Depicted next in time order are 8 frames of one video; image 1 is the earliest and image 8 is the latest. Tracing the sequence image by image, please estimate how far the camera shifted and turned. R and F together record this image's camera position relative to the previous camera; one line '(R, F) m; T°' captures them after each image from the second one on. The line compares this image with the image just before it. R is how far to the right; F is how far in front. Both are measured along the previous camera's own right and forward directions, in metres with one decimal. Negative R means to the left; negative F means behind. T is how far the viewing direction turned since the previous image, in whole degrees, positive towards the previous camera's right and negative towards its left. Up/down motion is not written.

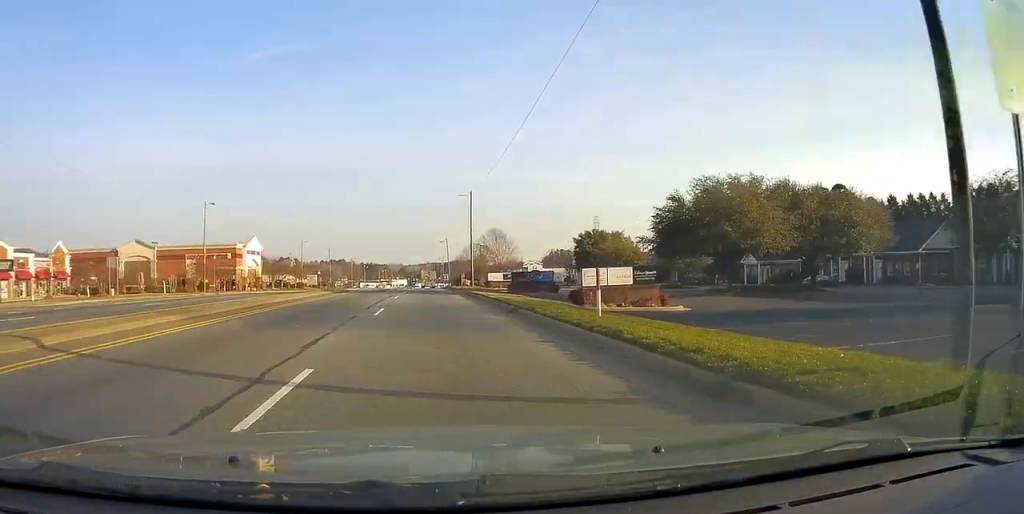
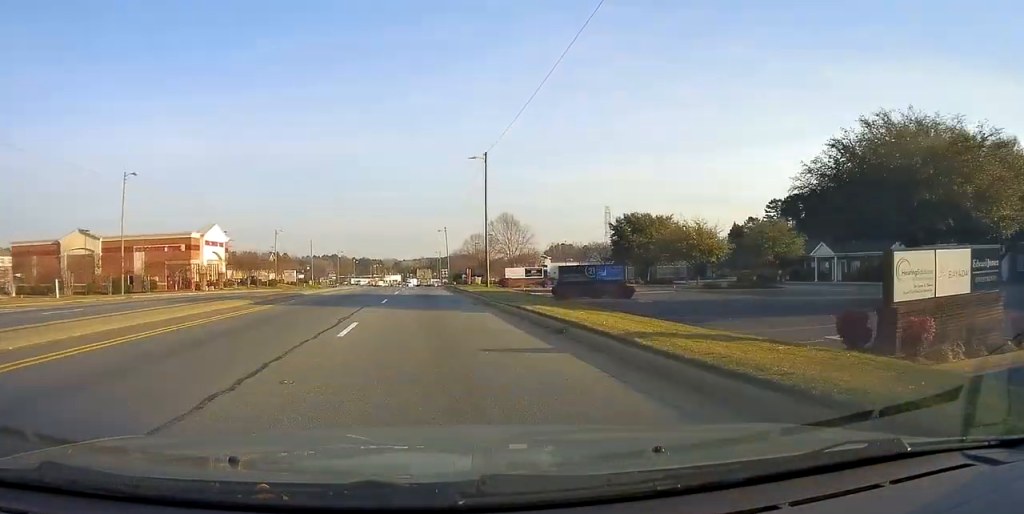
(0.0, +19.9) m; 0°
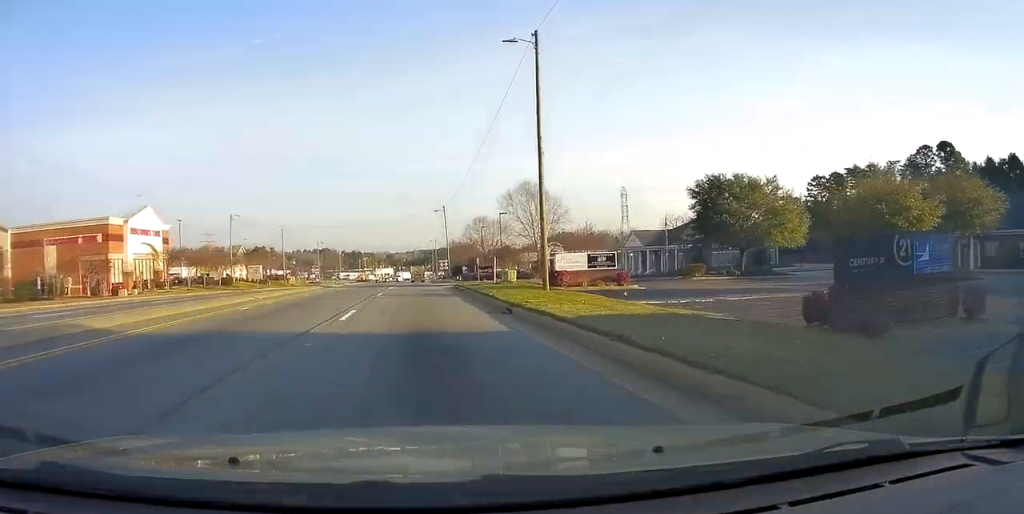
(0.0, +23.3) m; 0°
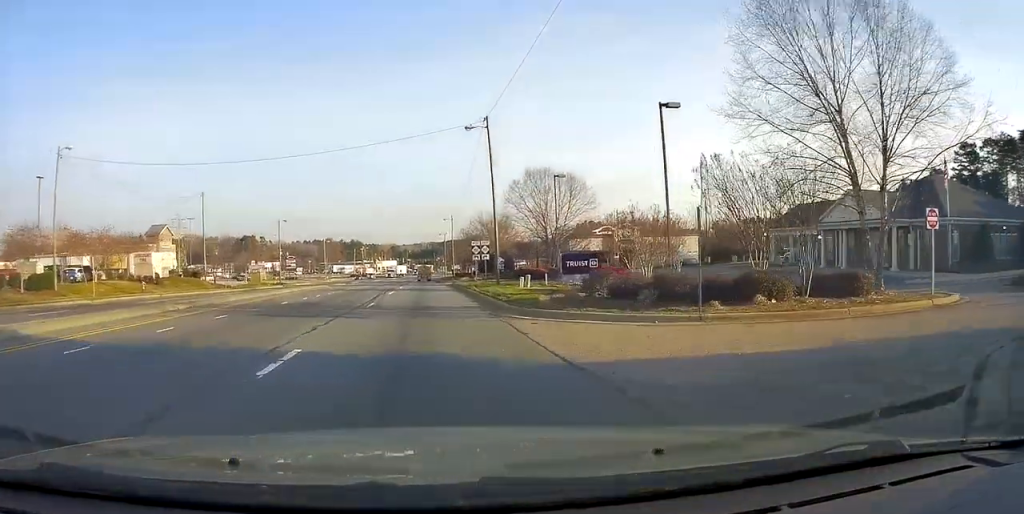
(0.0, +47.1) m; 0°
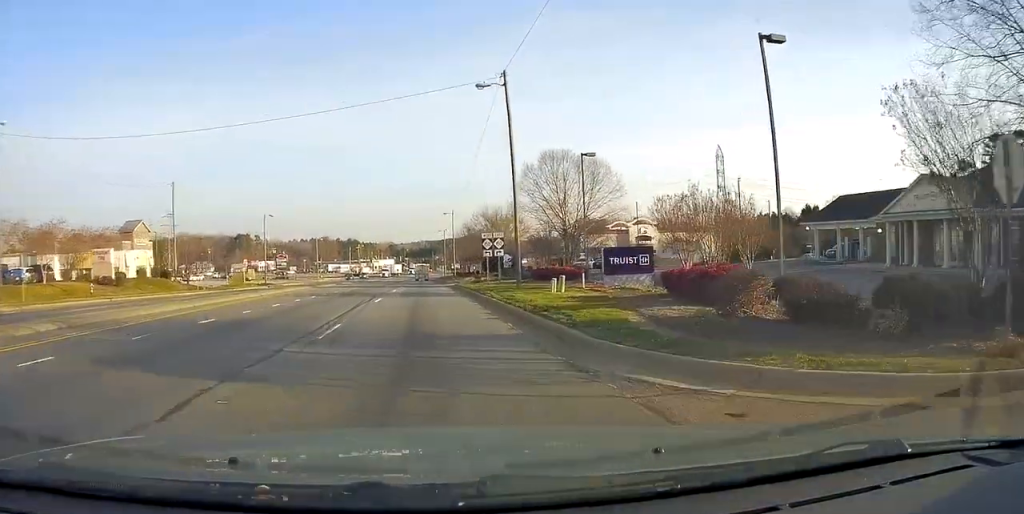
(0.0, +8.8) m; 0°
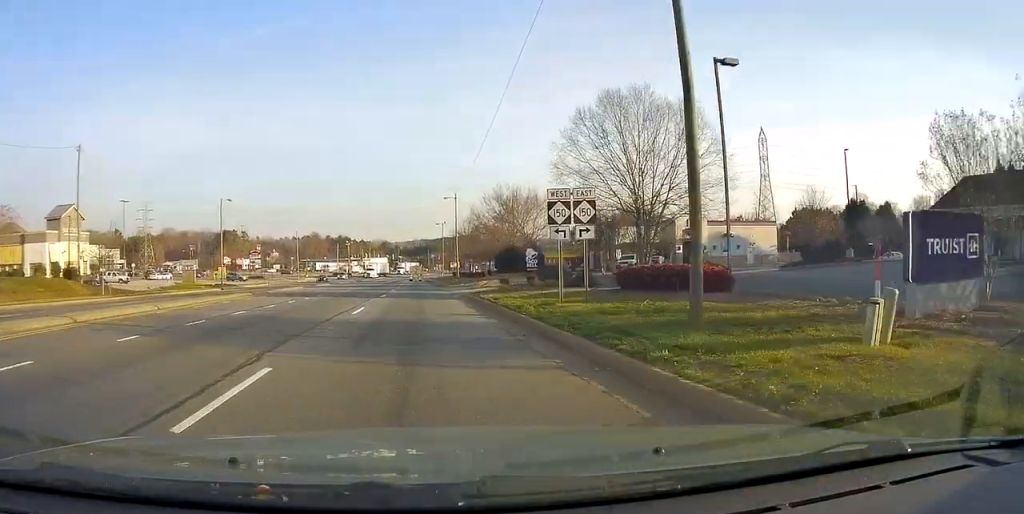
(0.0, +19.2) m; 0°
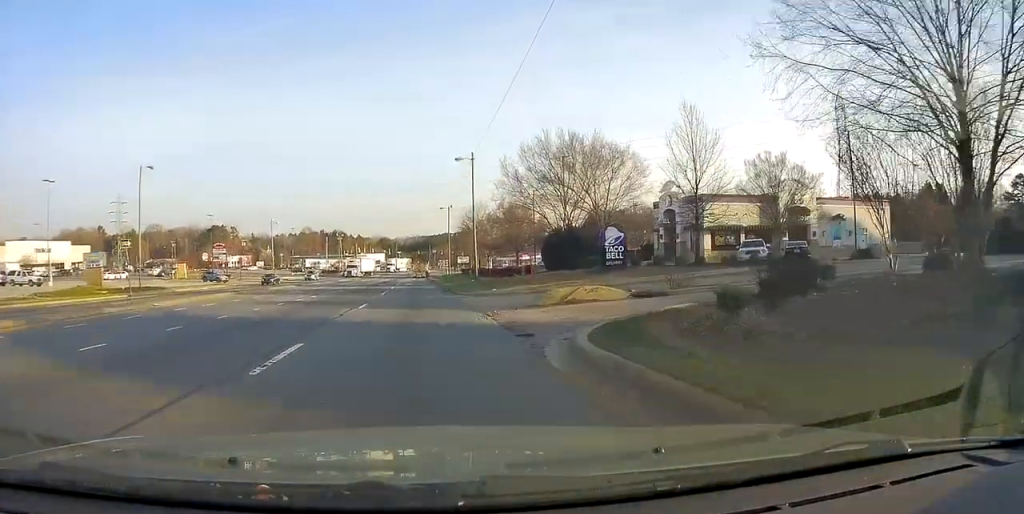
(0.0, +23.1) m; 0°
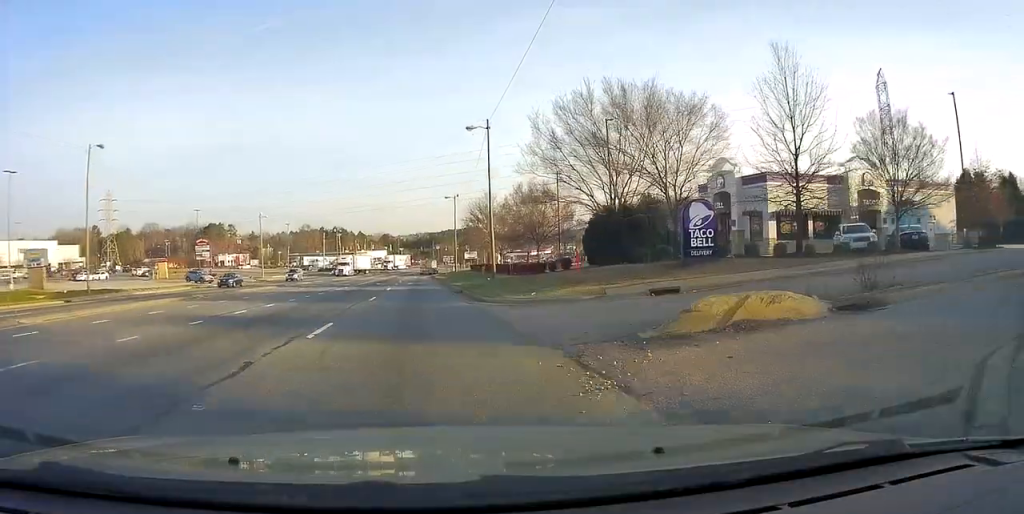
(0.0, +9.7) m; -1°
